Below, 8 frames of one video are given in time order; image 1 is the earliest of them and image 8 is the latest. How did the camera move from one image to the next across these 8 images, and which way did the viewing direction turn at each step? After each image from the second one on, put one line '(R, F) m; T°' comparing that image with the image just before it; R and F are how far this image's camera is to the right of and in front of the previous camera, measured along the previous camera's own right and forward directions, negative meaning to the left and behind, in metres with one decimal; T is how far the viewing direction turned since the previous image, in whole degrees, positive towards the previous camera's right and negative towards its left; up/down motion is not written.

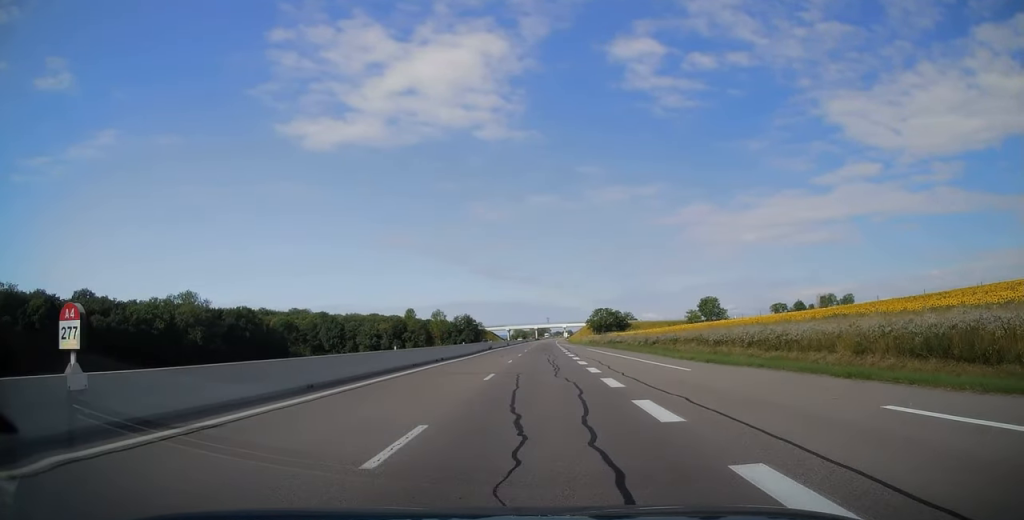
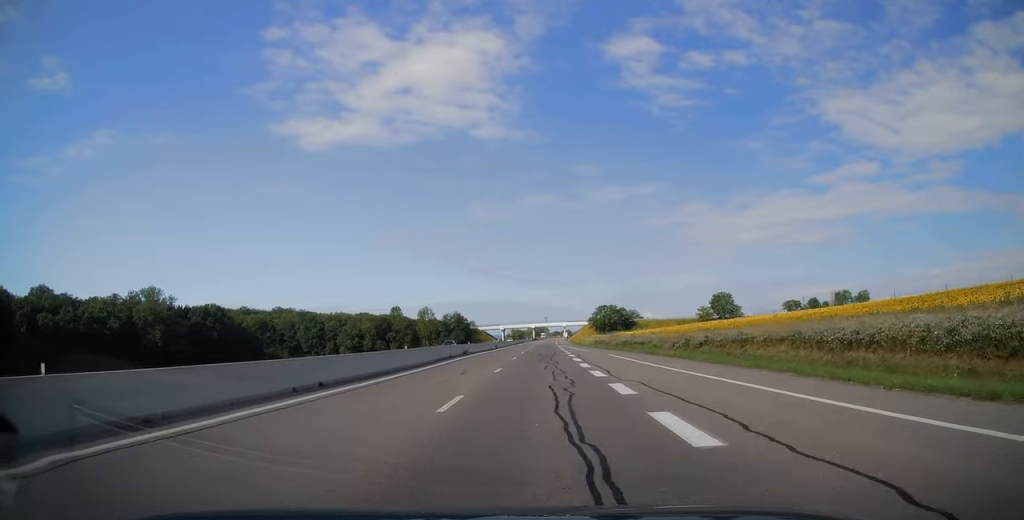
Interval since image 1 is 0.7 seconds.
(+0.1, +21.0) m; 0°
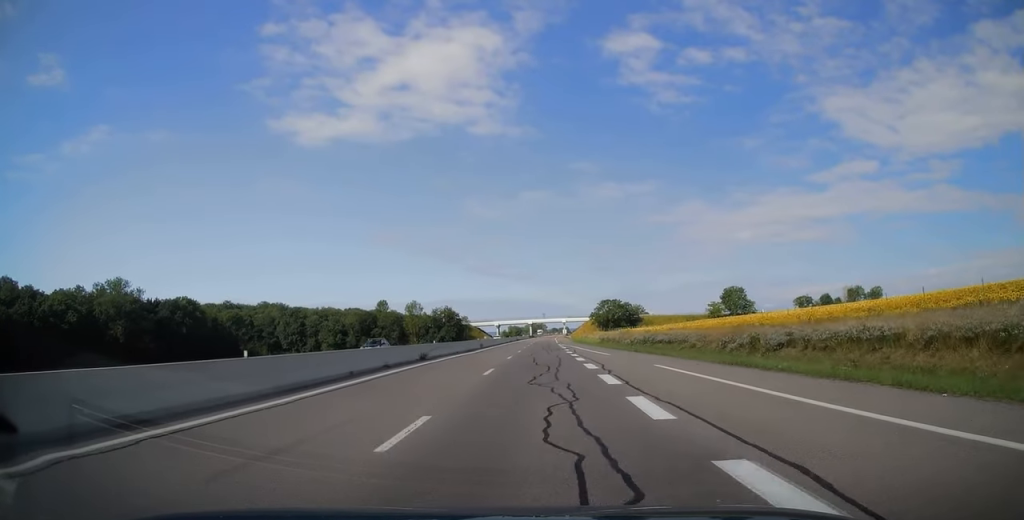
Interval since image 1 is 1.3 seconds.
(-0.2, +16.6) m; 0°
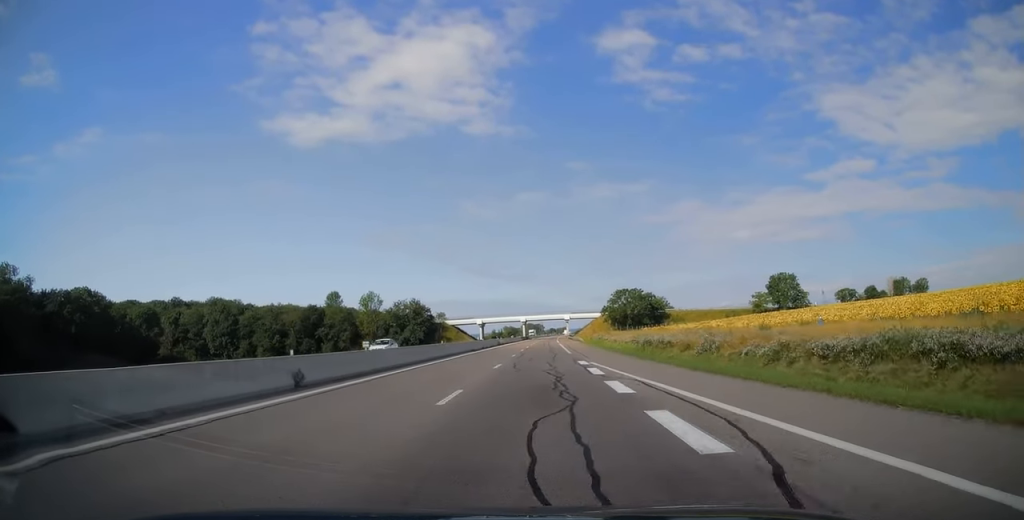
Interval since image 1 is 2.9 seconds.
(+0.5, +46.9) m; +1°
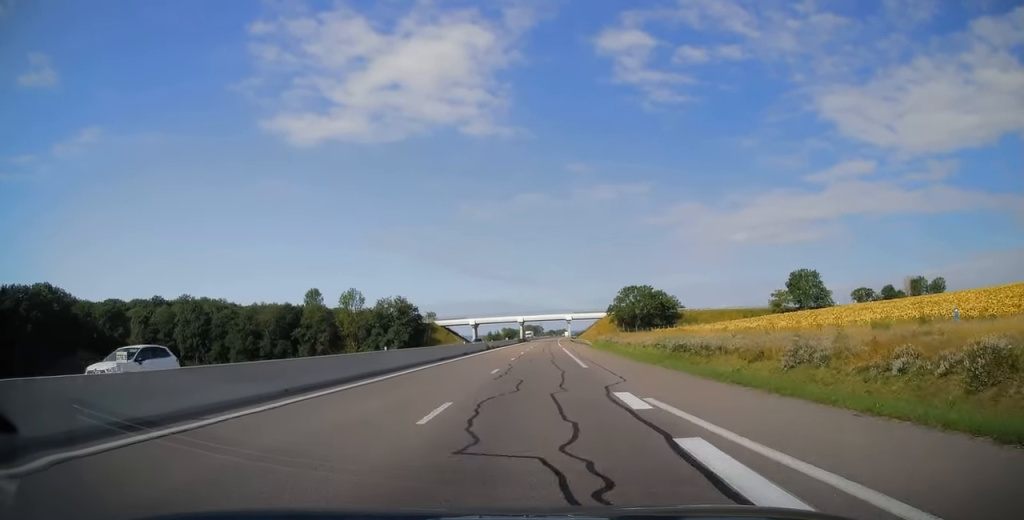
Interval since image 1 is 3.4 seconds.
(0.0, +14.7) m; 0°
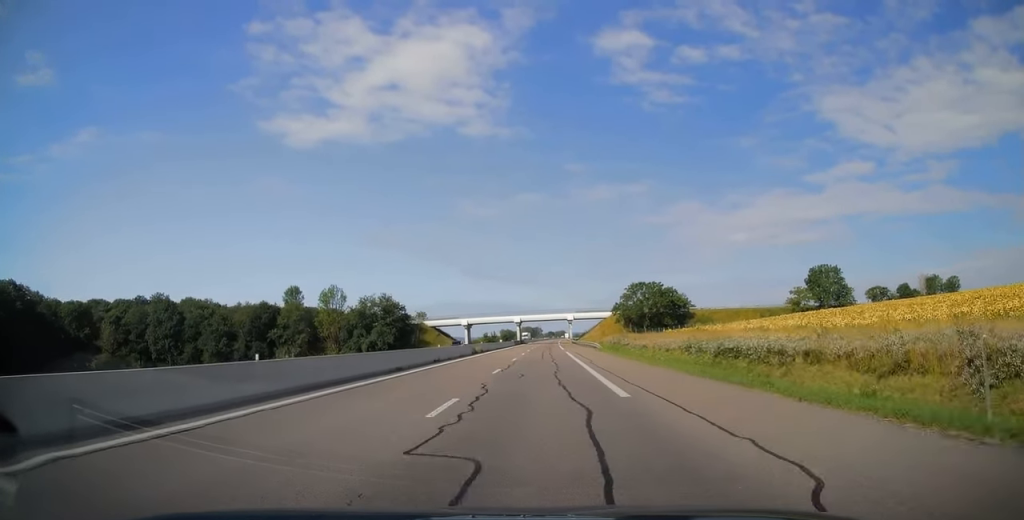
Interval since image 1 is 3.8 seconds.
(0.0, +12.2) m; 0°
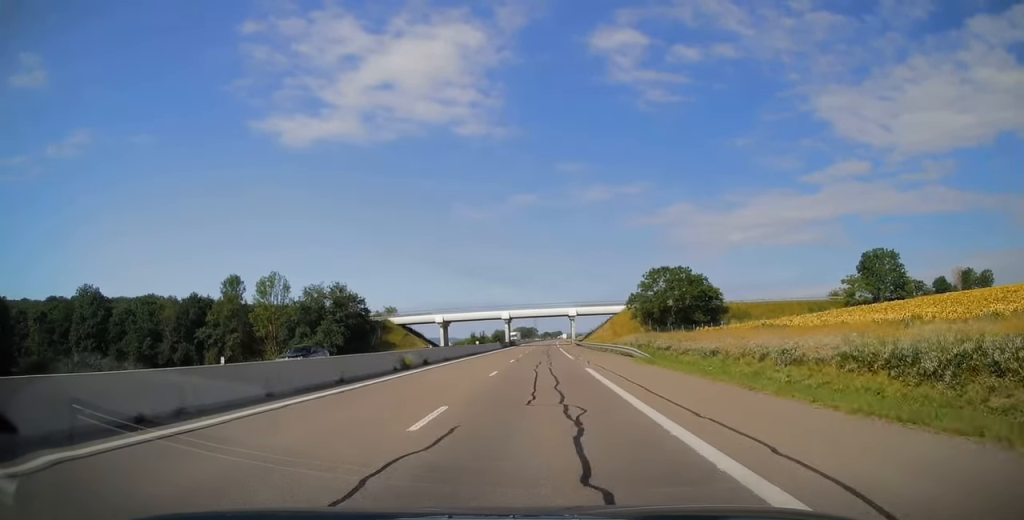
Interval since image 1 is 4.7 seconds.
(0.0, +26.8) m; 0°
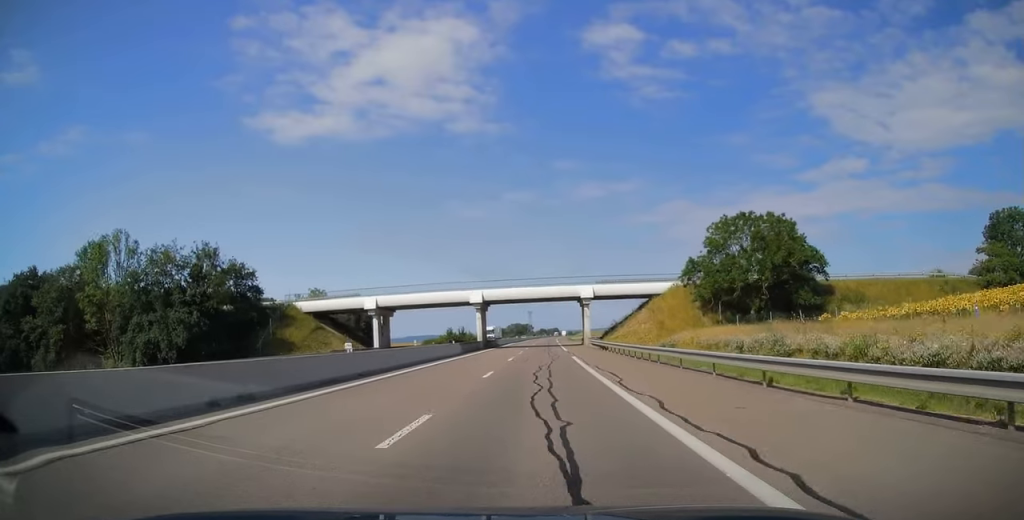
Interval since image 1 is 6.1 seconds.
(0.0, +40.0) m; 0°
